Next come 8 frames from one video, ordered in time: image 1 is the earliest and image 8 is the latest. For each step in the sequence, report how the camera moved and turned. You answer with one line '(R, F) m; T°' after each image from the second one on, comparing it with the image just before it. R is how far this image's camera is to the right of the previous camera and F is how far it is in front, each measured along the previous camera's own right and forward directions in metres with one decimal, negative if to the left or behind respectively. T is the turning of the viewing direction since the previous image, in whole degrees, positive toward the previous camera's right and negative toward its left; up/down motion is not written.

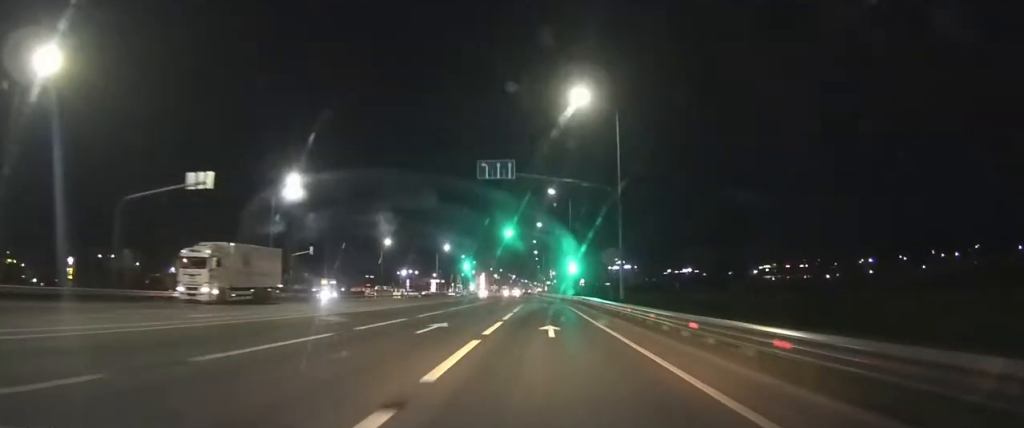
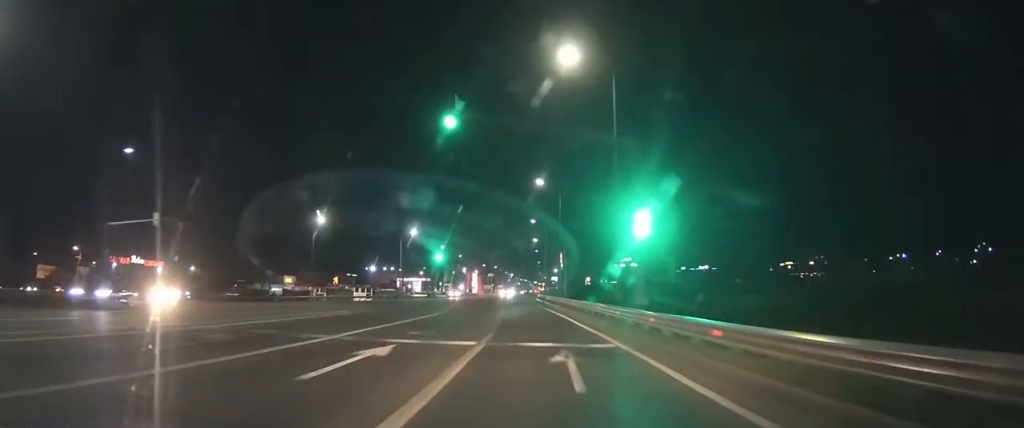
(0.0, +37.9) m; 0°
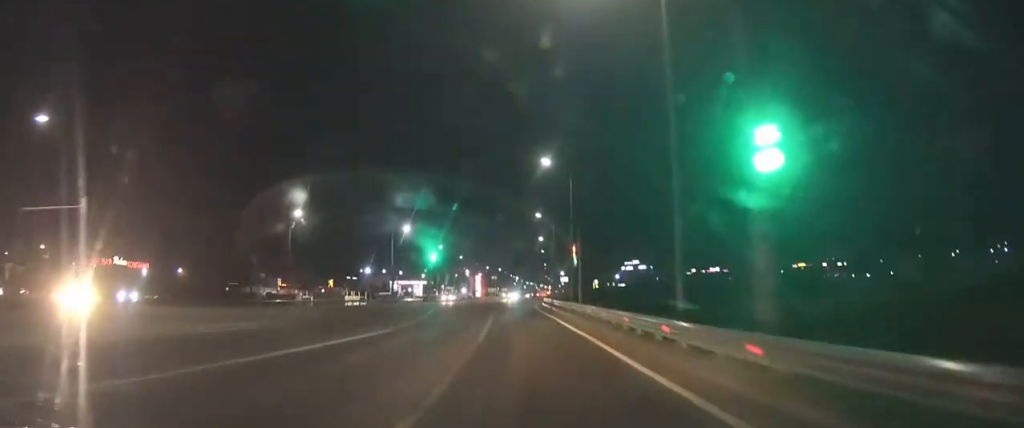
(0.0, +10.5) m; -1°
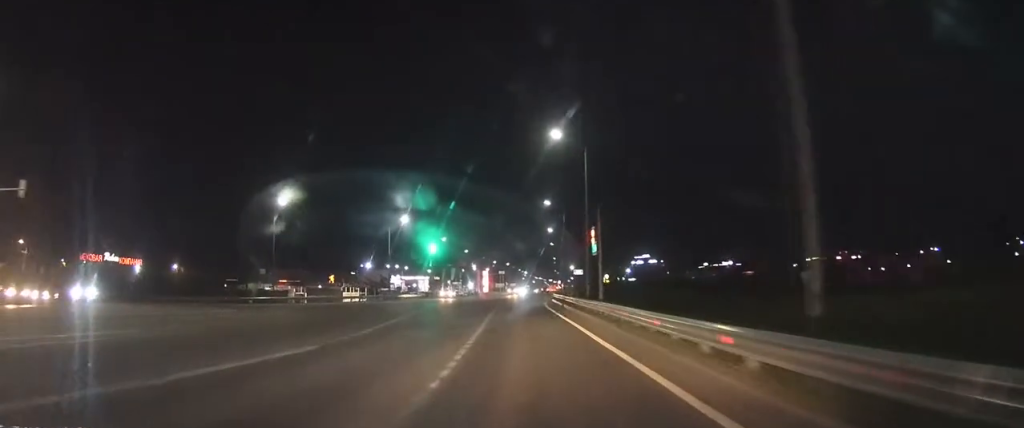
(-0.1, +7.4) m; -1°
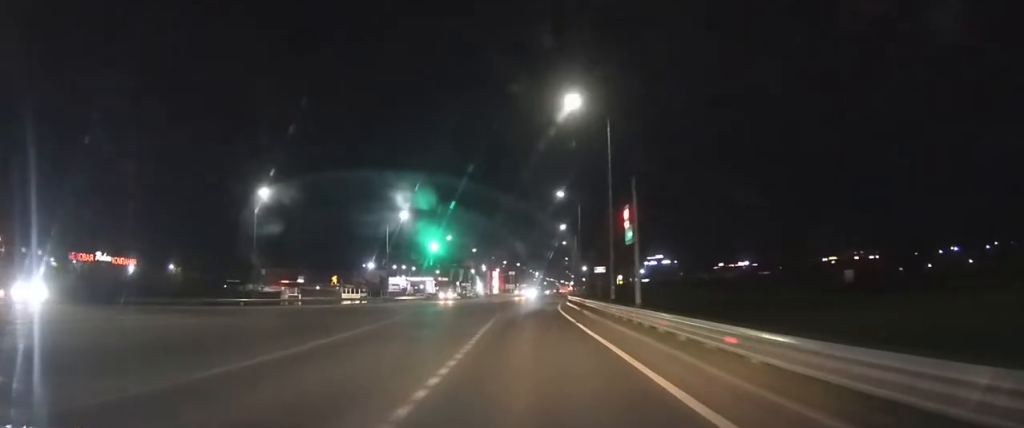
(0.0, +7.9) m; -1°
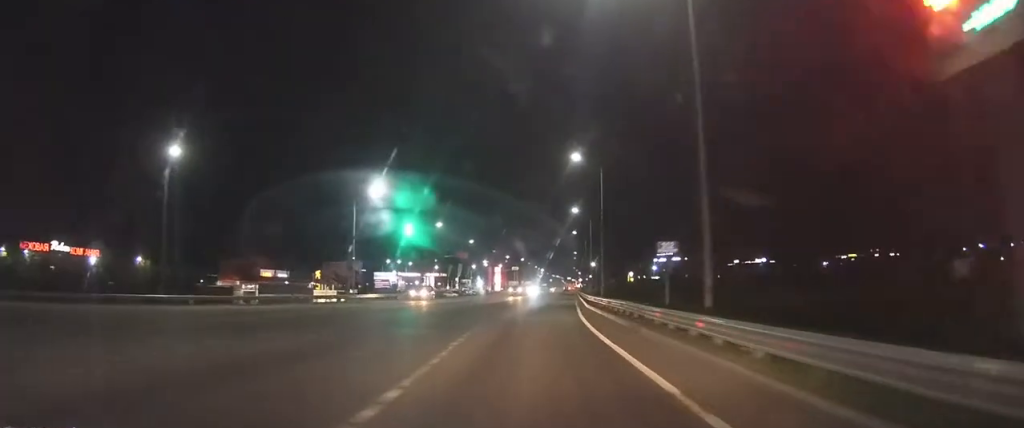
(-0.3, +17.5) m; -1°
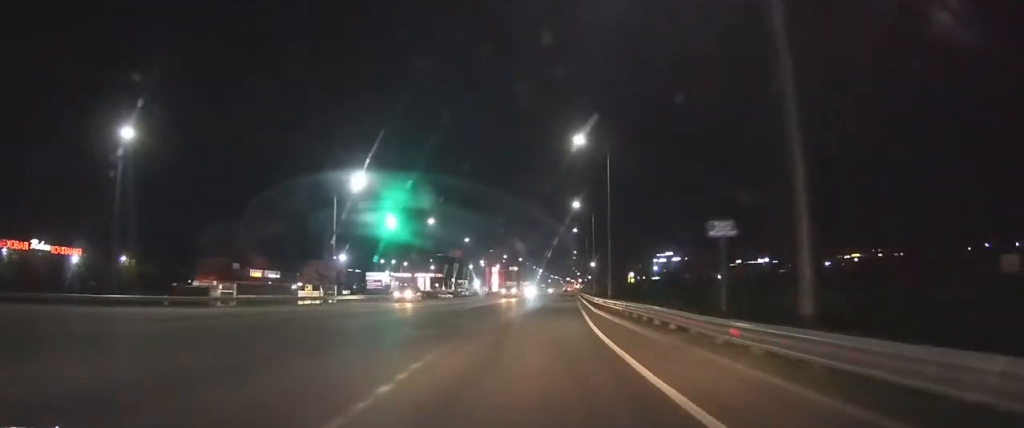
(0.0, +5.8) m; 0°
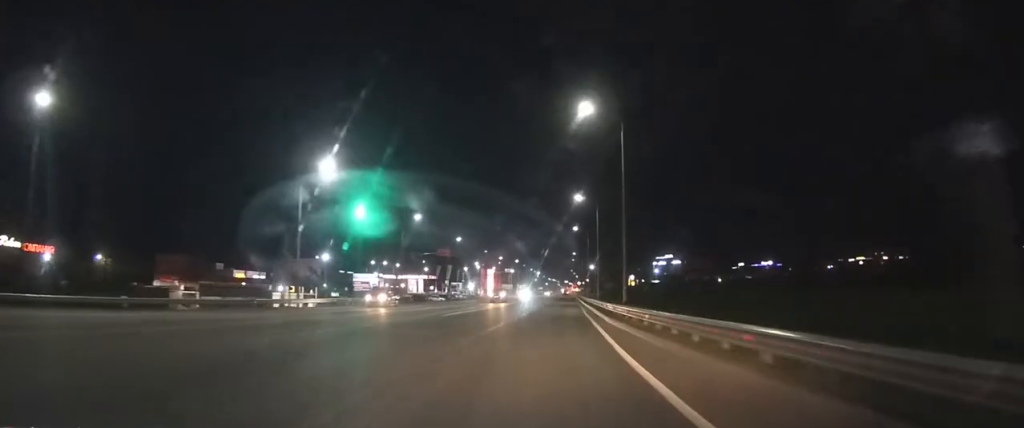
(0.0, +8.2) m; 0°
